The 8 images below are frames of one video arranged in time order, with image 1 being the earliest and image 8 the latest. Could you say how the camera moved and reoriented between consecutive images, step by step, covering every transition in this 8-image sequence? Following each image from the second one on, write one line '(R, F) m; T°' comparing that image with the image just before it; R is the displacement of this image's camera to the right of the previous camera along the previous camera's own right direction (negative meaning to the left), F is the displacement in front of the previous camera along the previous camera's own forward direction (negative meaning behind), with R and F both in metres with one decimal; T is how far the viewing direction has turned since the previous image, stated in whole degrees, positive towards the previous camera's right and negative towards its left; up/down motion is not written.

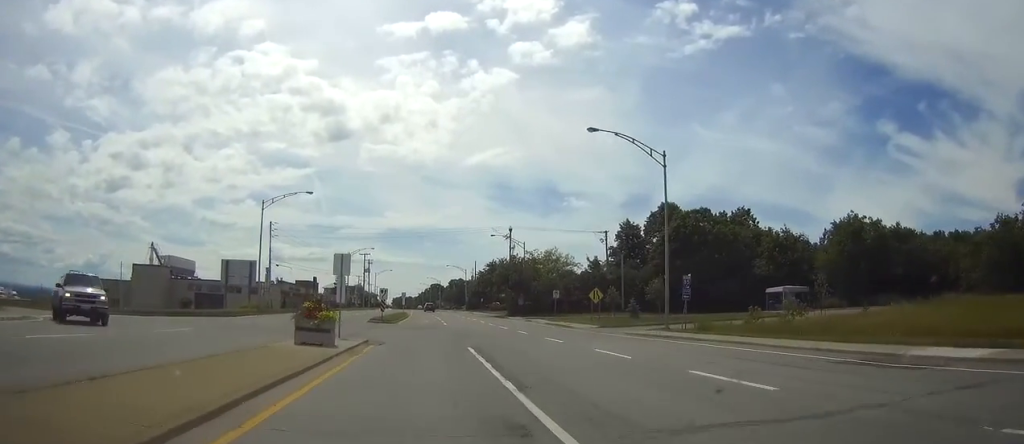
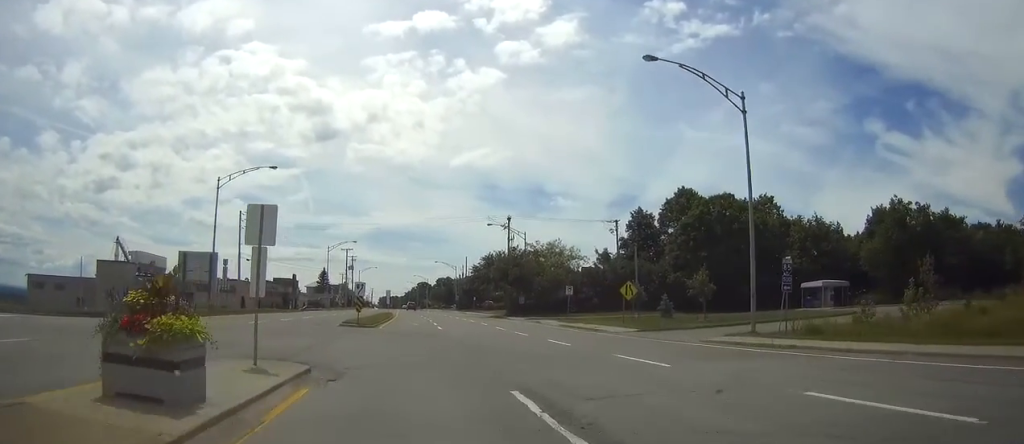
(+0.2, +10.6) m; +2°
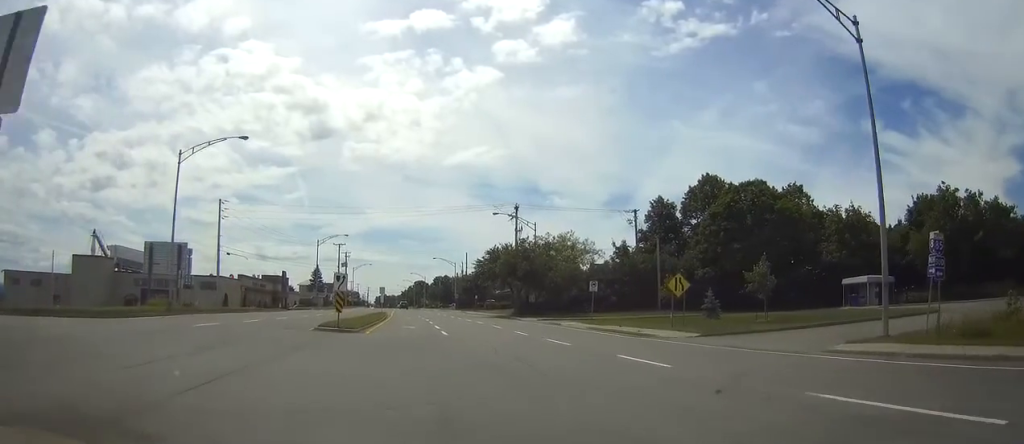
(+0.1, +8.6) m; -2°
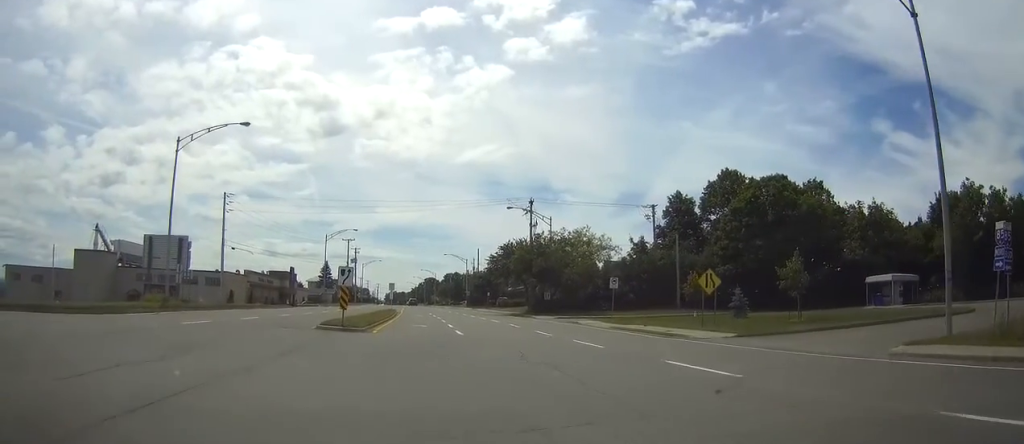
(+0.1, +2.7) m; -2°
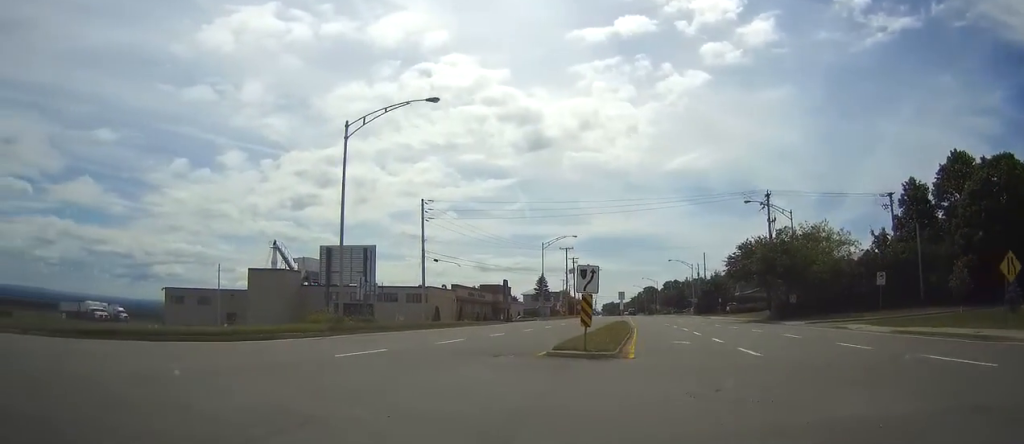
(-1.7, +8.2) m; -29°
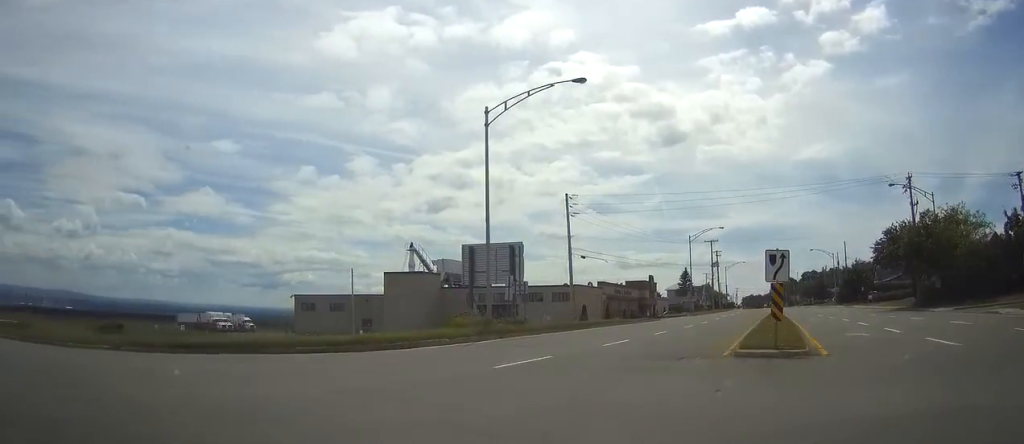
(0.0, +2.9) m; -14°
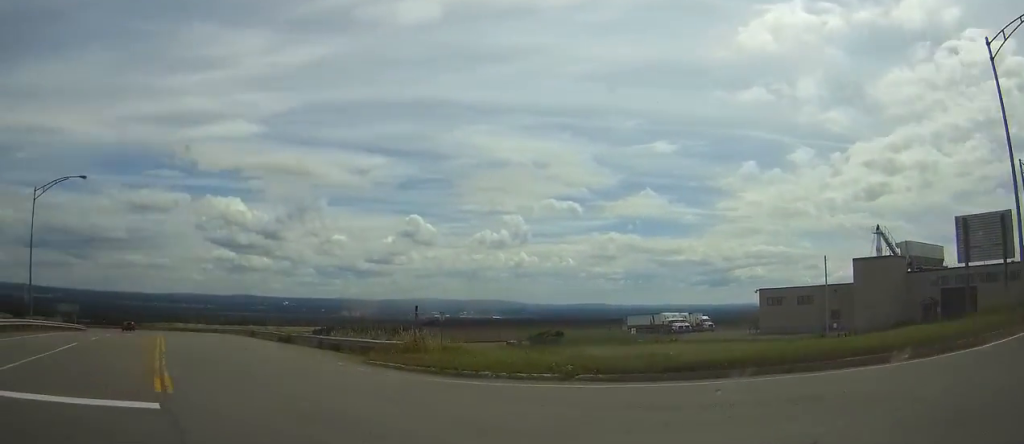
(-2.8, +8.0) m; -29°
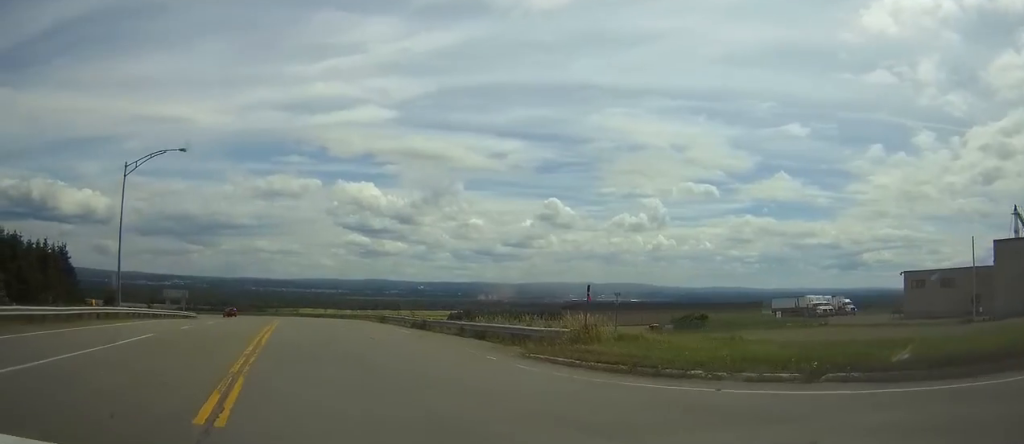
(-0.4, +4.9) m; -8°
